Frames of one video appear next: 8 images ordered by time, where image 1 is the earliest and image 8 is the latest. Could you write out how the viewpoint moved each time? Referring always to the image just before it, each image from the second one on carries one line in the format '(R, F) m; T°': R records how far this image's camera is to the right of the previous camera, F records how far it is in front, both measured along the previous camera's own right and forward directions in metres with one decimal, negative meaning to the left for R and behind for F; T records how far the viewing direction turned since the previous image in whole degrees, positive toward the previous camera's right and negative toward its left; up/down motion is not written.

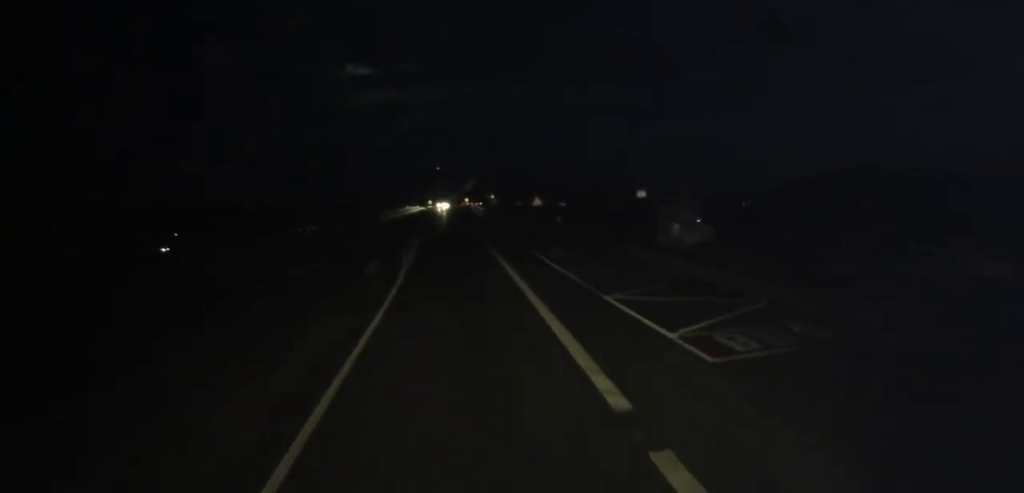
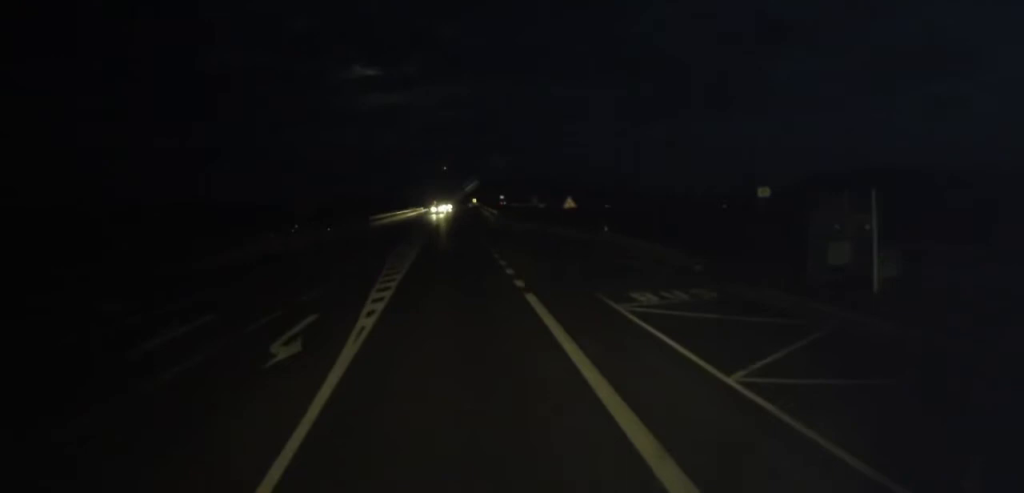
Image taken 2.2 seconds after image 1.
(-0.1, +11.5) m; 0°
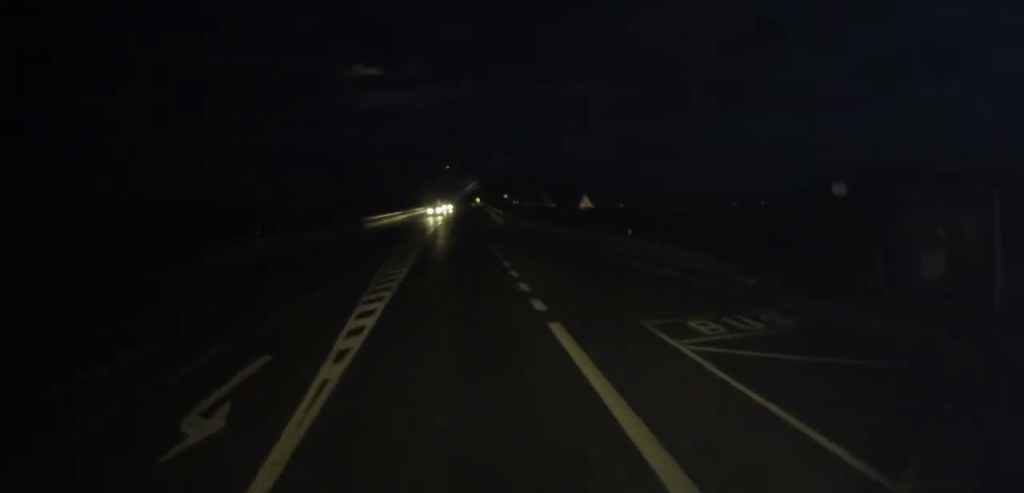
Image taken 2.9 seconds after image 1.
(-0.4, +3.7) m; 0°
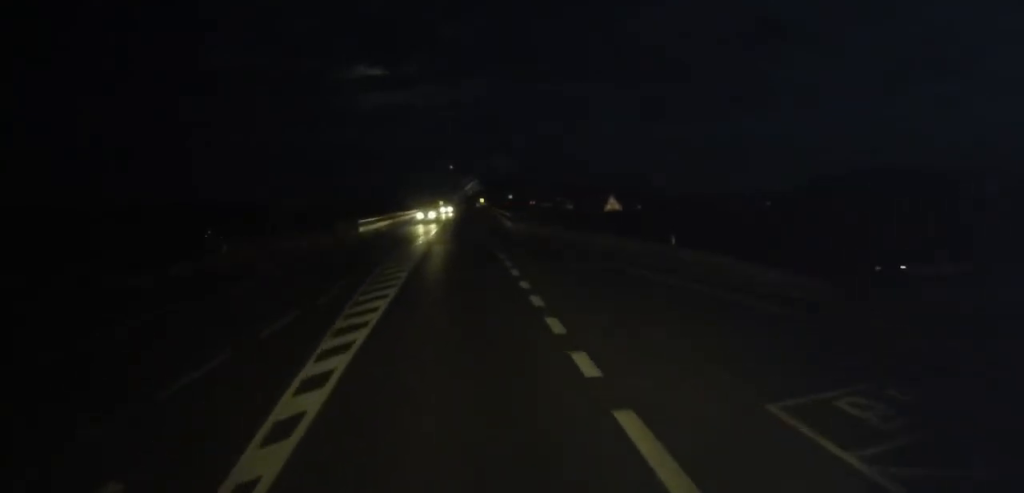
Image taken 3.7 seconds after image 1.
(+0.3, +5.1) m; +3°
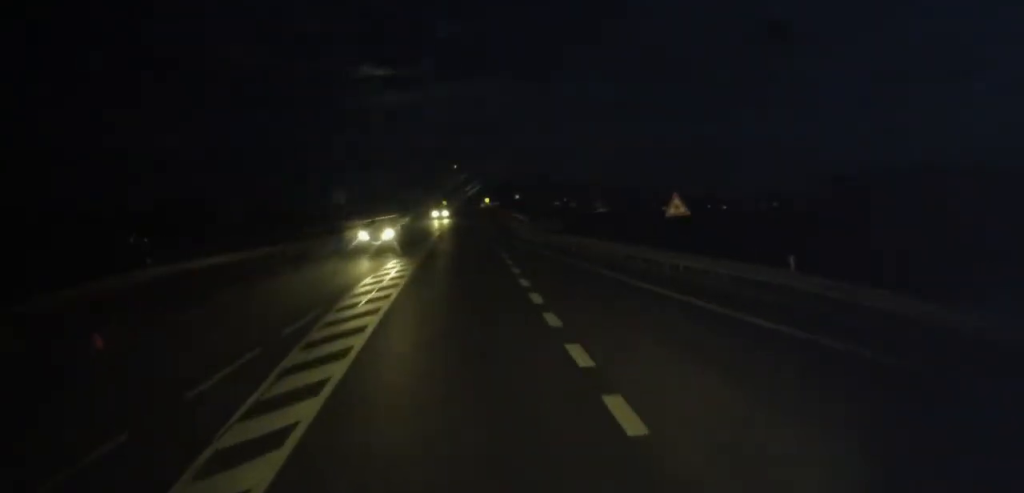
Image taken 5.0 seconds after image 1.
(+0.2, +8.0) m; +1°
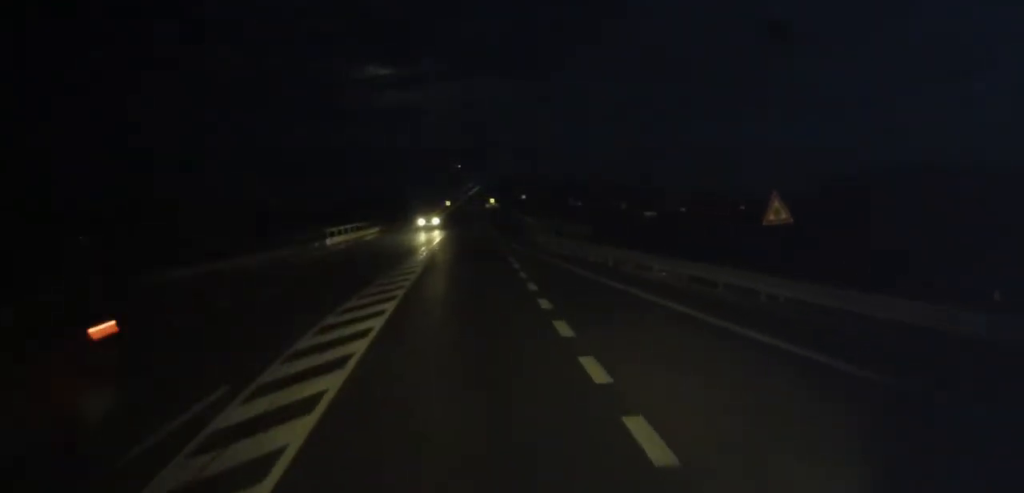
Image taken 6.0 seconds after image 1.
(0.0, +6.5) m; 0°
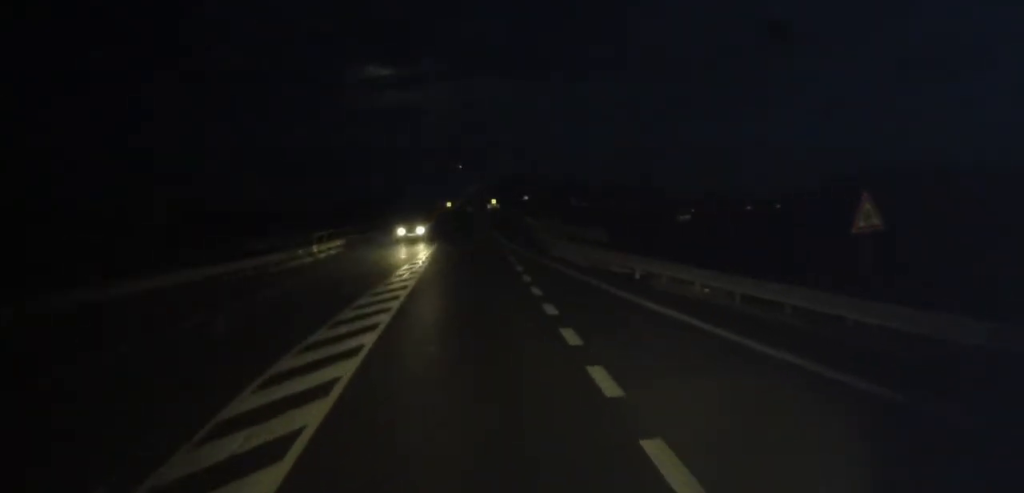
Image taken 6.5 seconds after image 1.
(0.0, +3.5) m; 0°
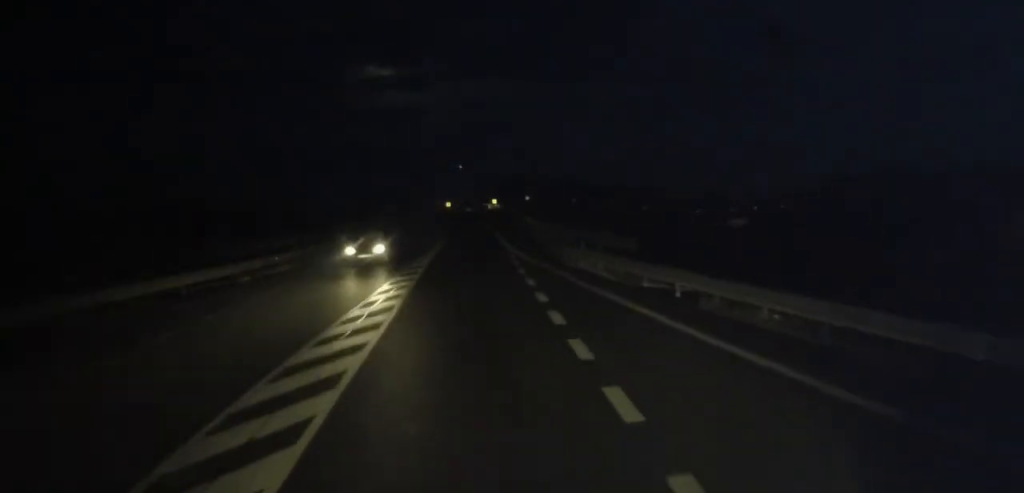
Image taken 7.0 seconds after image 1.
(0.0, +3.7) m; 0°
